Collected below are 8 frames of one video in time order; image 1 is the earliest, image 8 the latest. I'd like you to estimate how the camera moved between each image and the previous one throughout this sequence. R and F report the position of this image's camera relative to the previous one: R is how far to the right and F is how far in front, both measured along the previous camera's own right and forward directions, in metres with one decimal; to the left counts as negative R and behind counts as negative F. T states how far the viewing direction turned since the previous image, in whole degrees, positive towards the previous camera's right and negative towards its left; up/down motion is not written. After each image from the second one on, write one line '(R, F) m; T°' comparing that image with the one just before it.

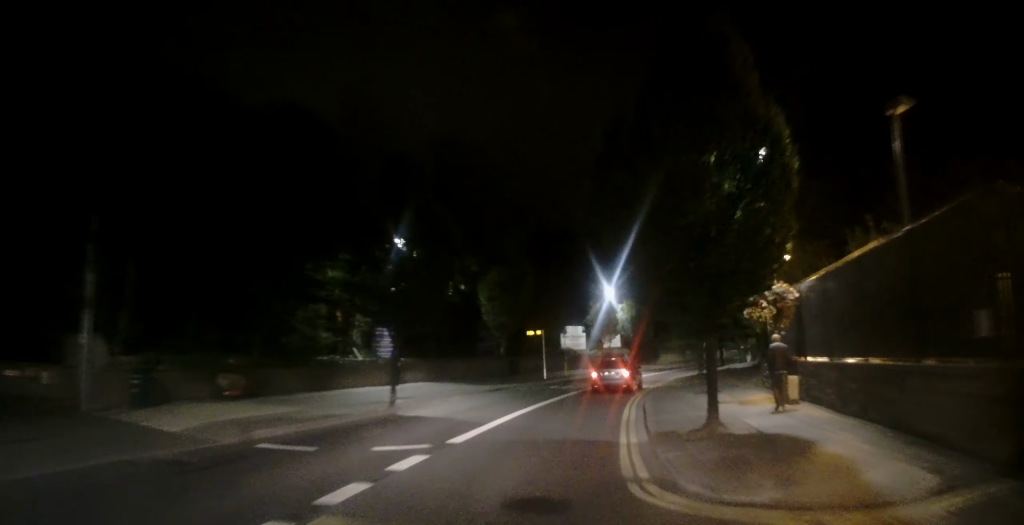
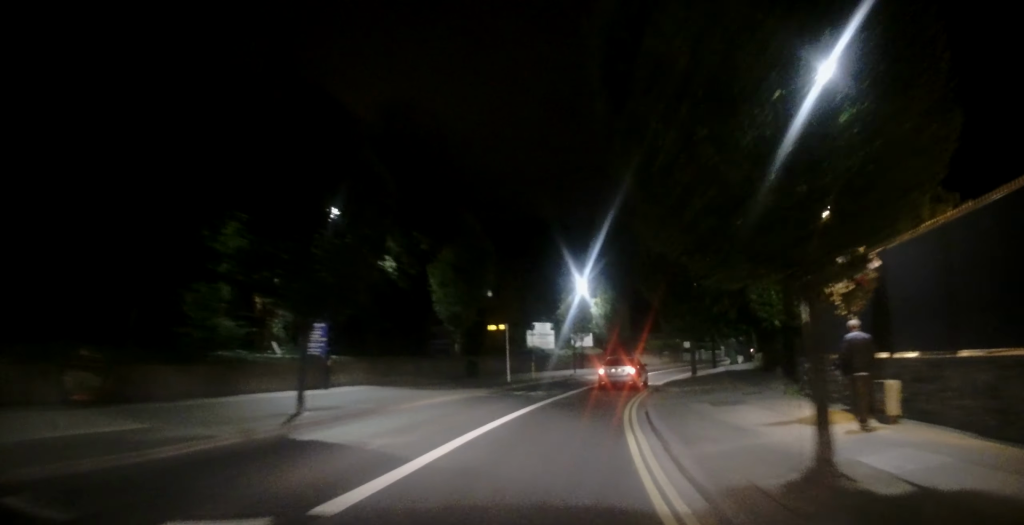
(-0.1, +5.4) m; +4°
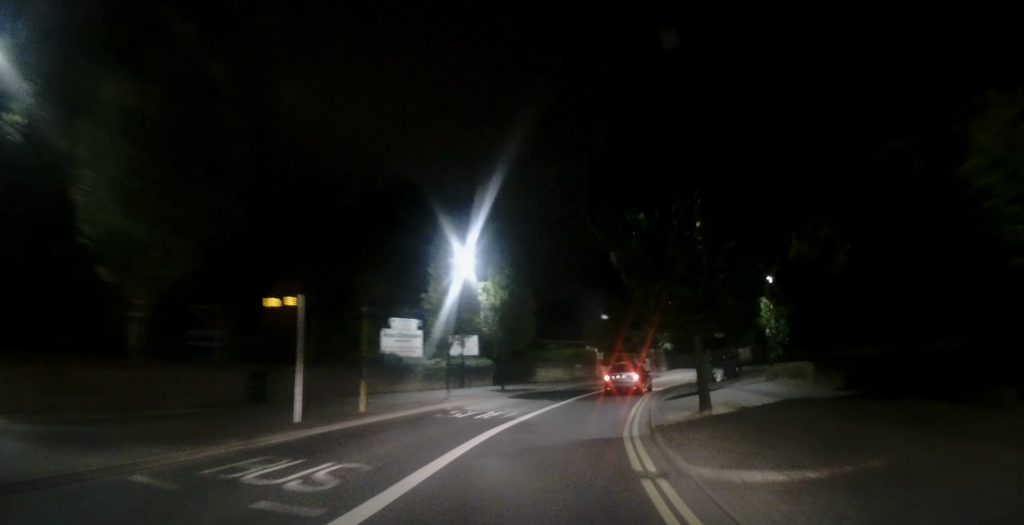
(+1.7, +15.9) m; +10°
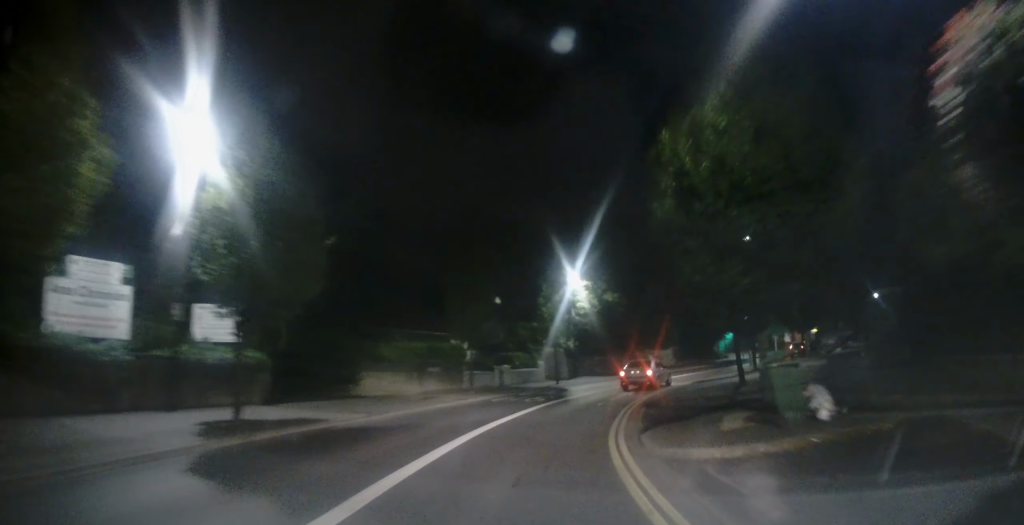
(+2.1, +18.2) m; +13°
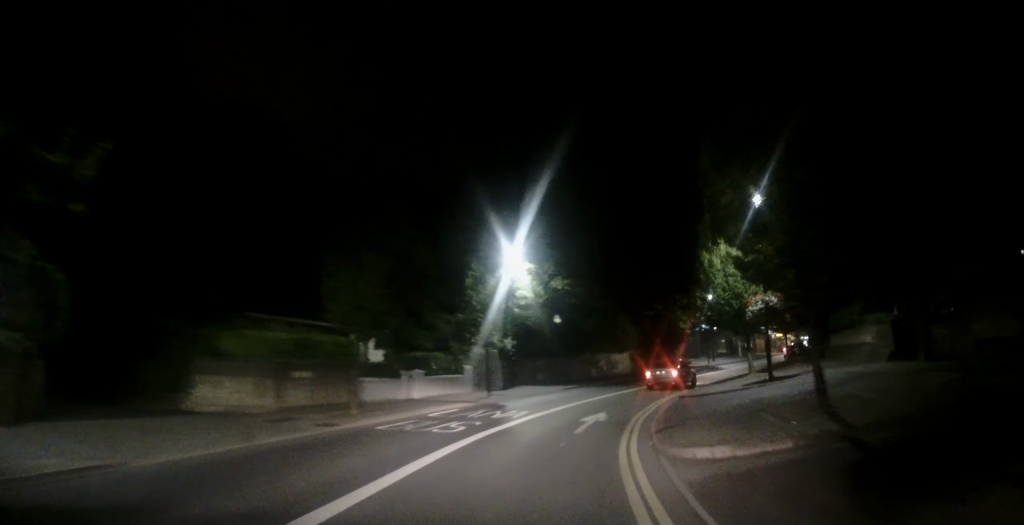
(+0.5, +9.3) m; +6°
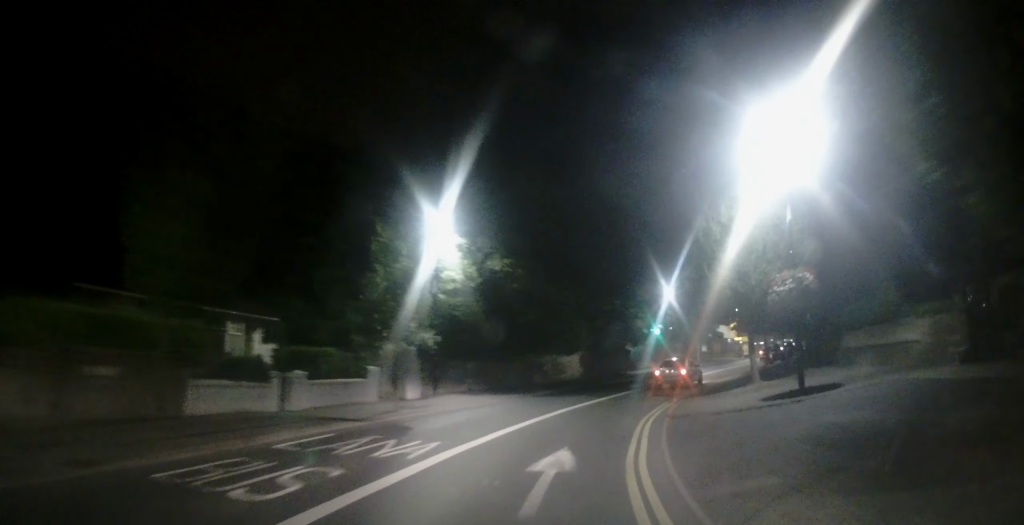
(+0.2, +7.3) m; +4°
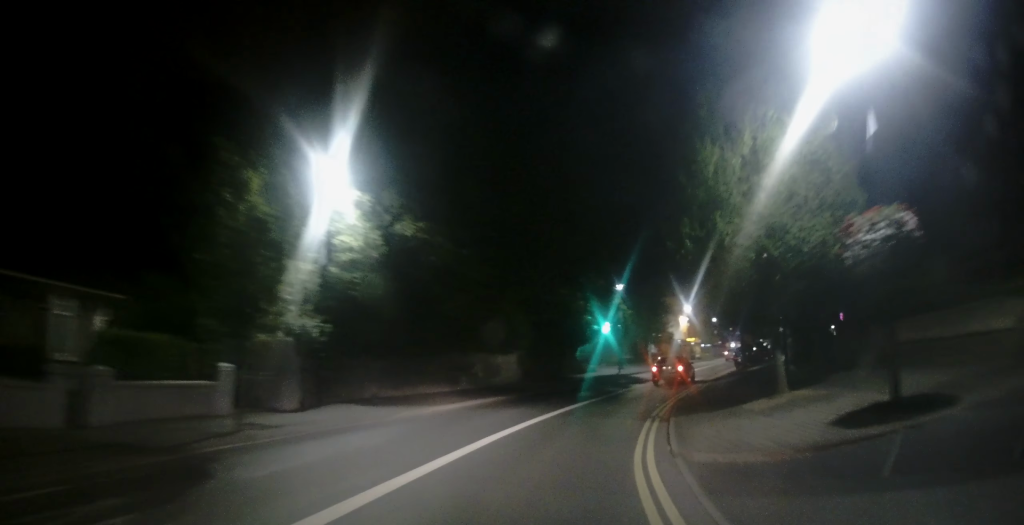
(+0.4, +6.9) m; +5°
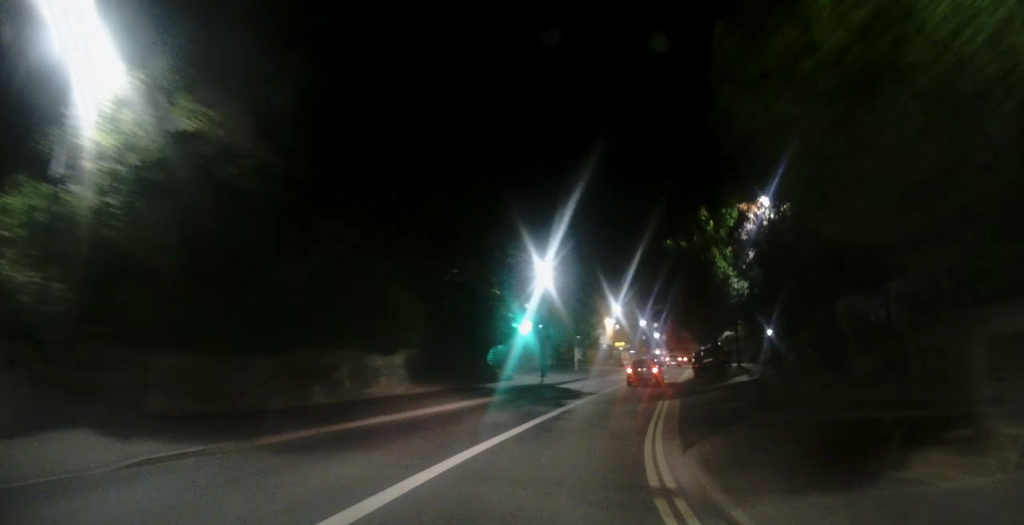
(+0.5, +8.9) m; +7°
